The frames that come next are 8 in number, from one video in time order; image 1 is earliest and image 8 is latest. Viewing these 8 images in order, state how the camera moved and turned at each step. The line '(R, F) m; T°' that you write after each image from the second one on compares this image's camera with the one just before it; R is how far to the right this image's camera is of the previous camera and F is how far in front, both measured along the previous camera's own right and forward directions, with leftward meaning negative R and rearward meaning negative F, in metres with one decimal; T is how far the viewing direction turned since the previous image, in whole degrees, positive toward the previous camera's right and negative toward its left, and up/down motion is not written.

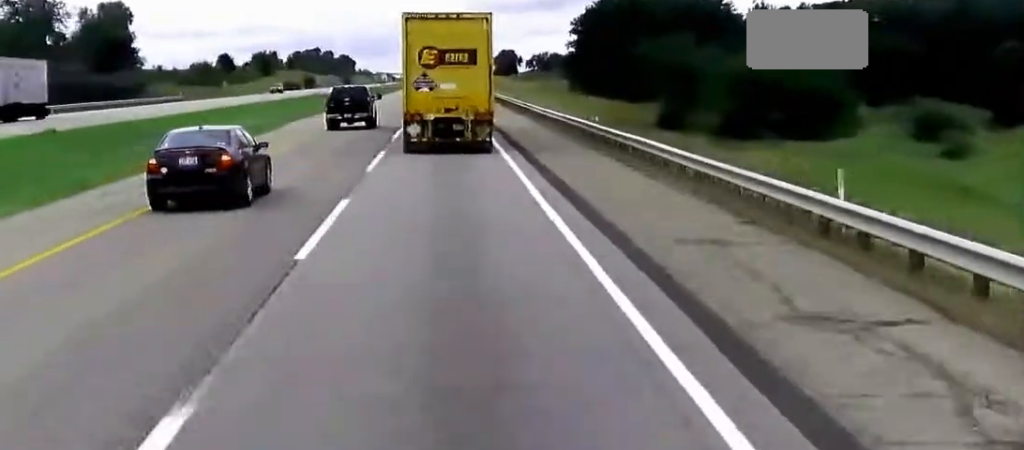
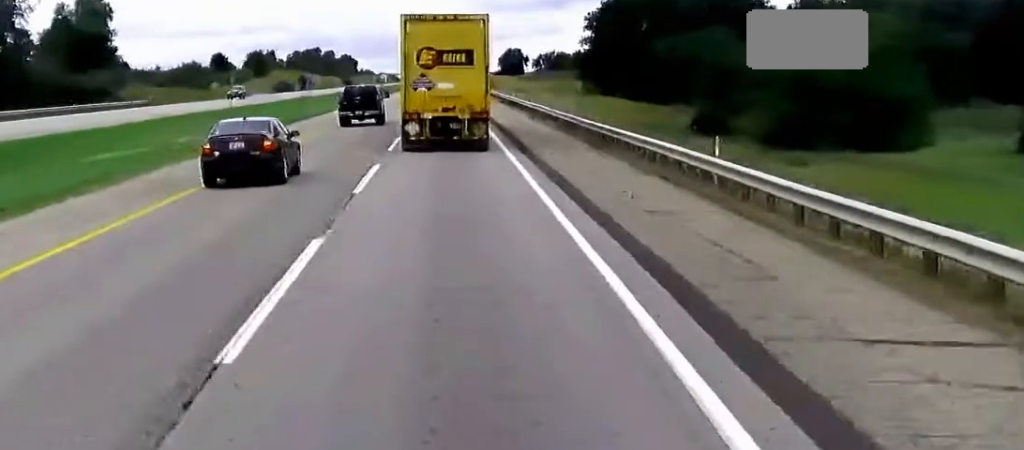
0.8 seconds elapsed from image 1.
(0.0, +21.8) m; 0°
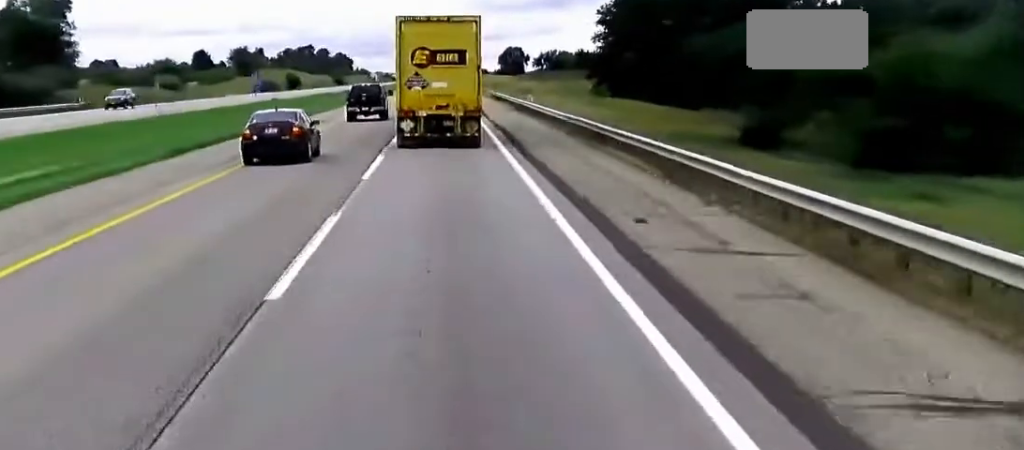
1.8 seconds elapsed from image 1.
(+0.1, +28.1) m; 0°
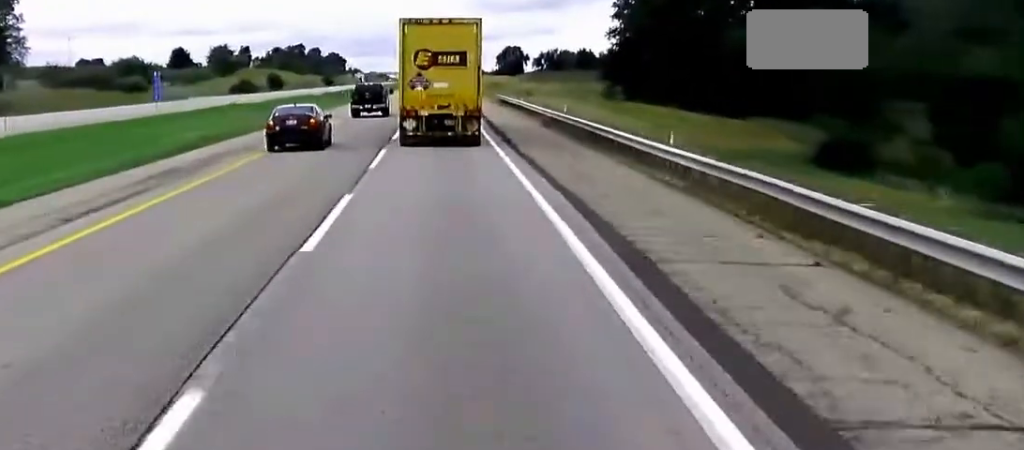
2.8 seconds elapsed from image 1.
(0.0, +27.9) m; 0°
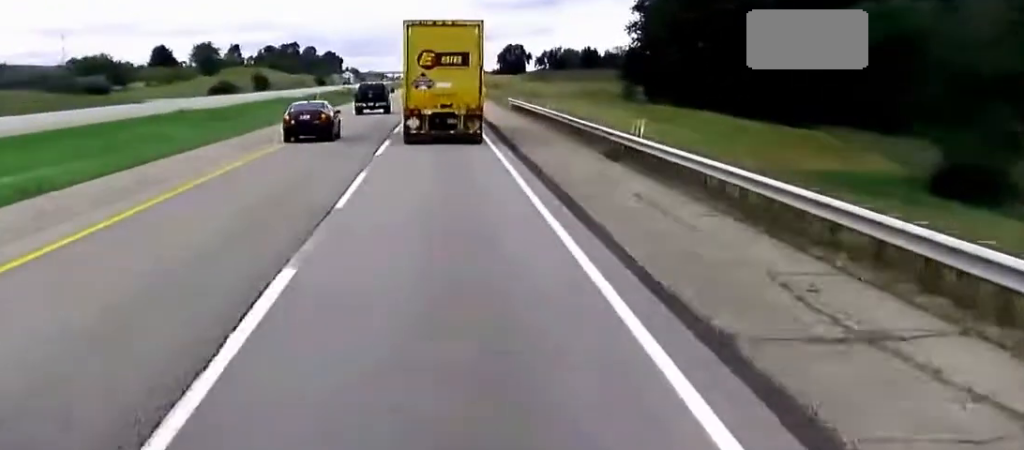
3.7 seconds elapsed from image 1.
(0.0, +24.9) m; 0°
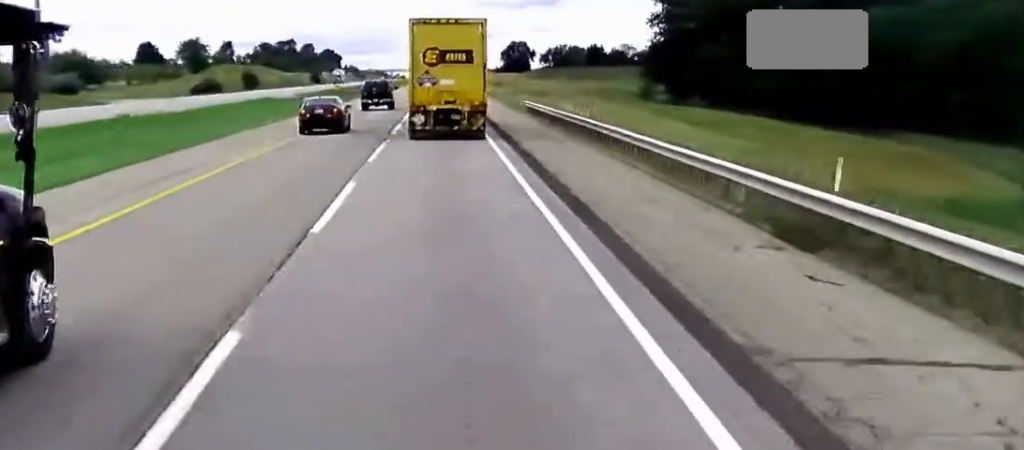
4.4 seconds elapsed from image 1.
(0.0, +19.3) m; 0°
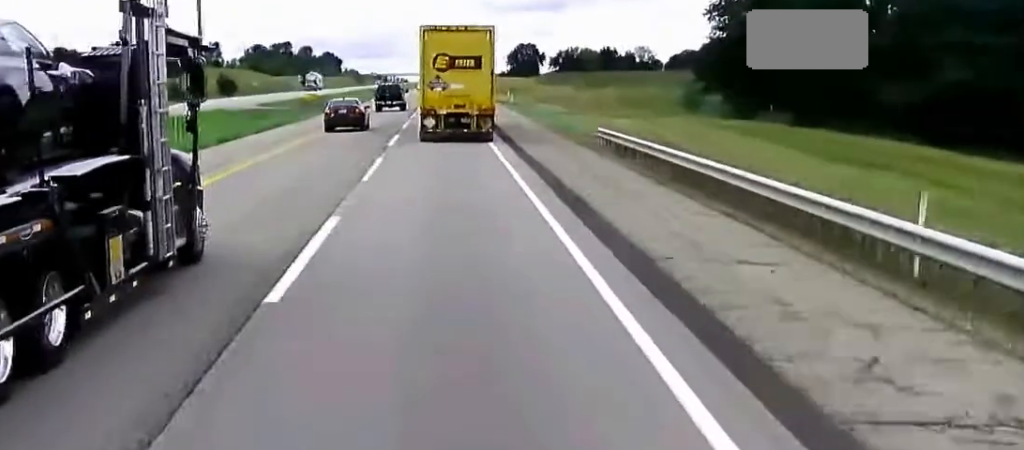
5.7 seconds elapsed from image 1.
(0.0, +35.6) m; 0°
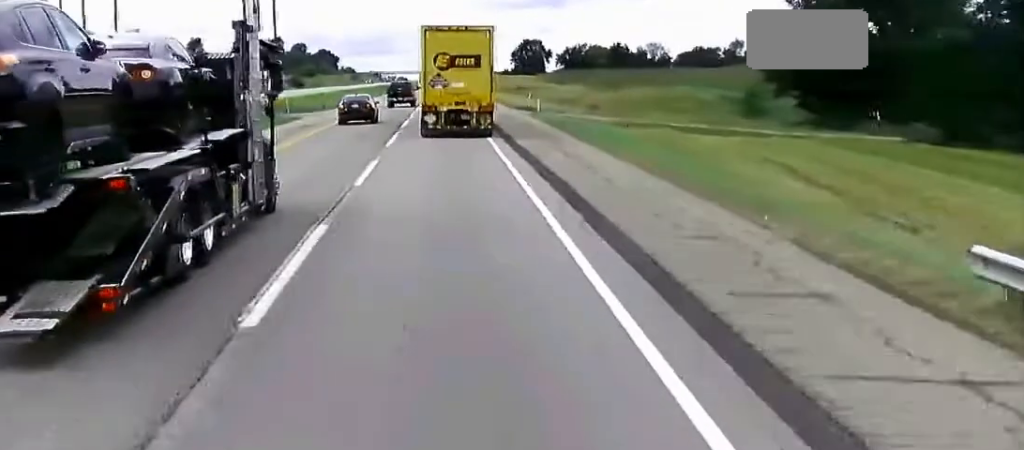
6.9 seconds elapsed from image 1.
(-0.1, +32.6) m; 0°
